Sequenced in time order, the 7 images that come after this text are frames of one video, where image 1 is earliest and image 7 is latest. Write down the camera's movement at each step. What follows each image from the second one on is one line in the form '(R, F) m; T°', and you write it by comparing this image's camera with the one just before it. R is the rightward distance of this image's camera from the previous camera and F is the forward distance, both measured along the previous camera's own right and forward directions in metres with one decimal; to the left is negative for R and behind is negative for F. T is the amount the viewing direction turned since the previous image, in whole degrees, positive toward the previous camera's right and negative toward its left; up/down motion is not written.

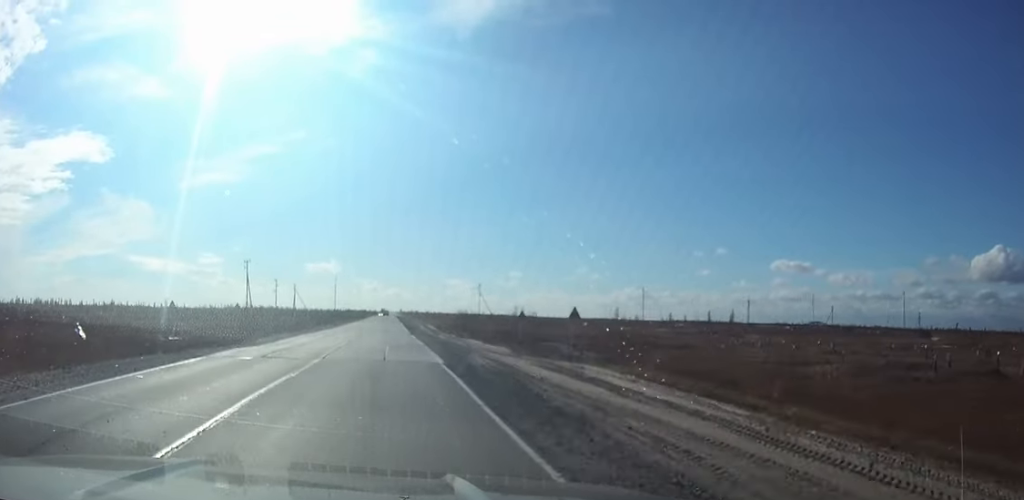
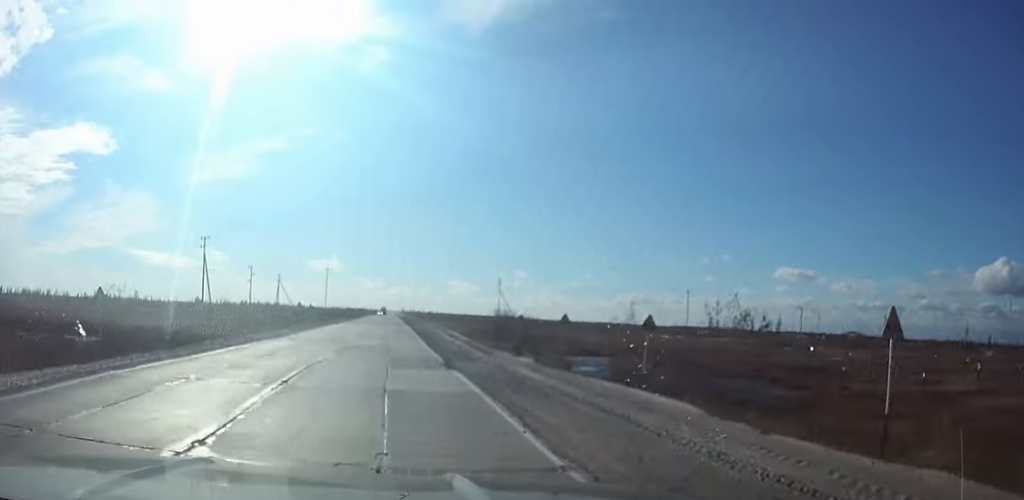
(0.0, +32.6) m; 0°
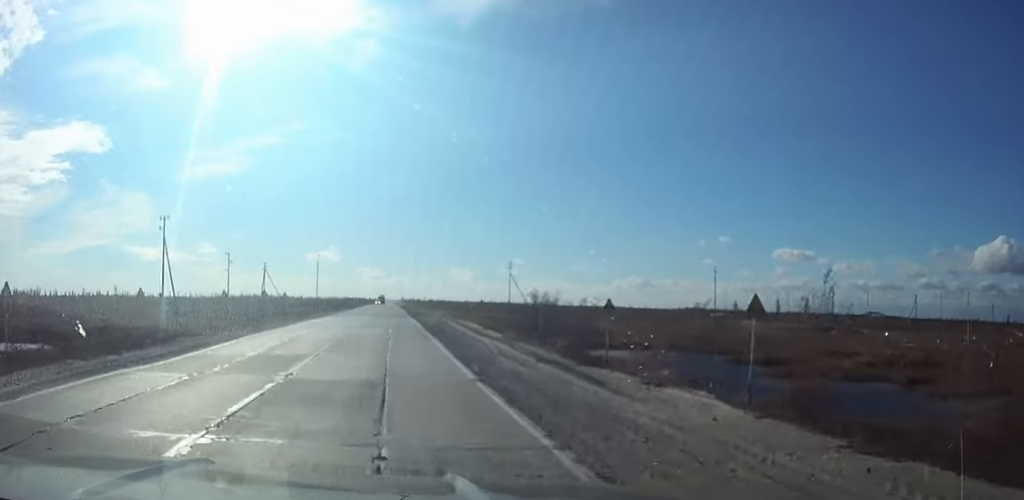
(0.0, +17.3) m; 0°
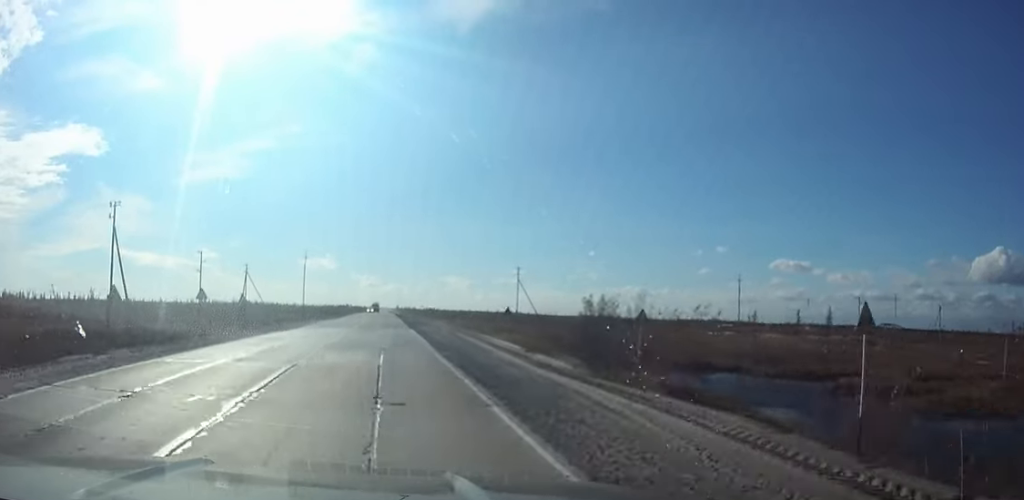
(0.0, +14.5) m; 0°
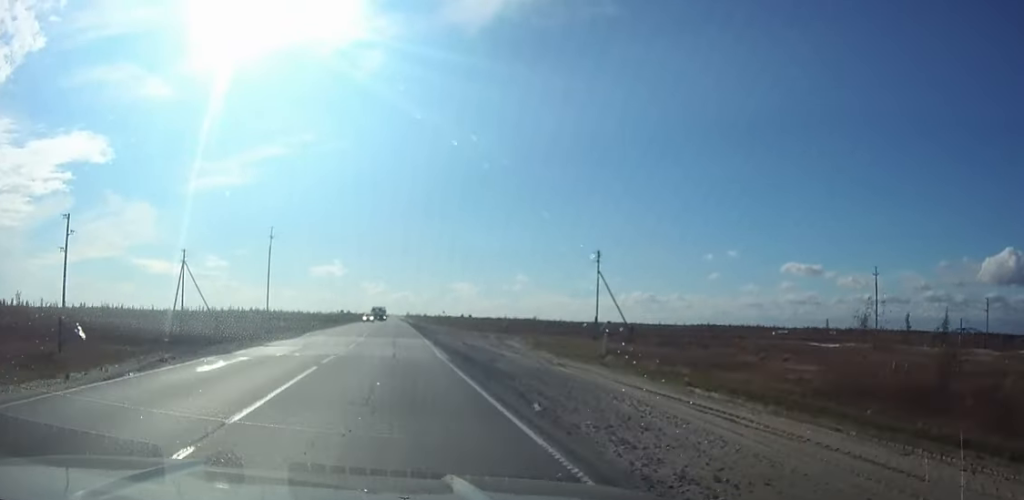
(0.0, +46.3) m; 0°
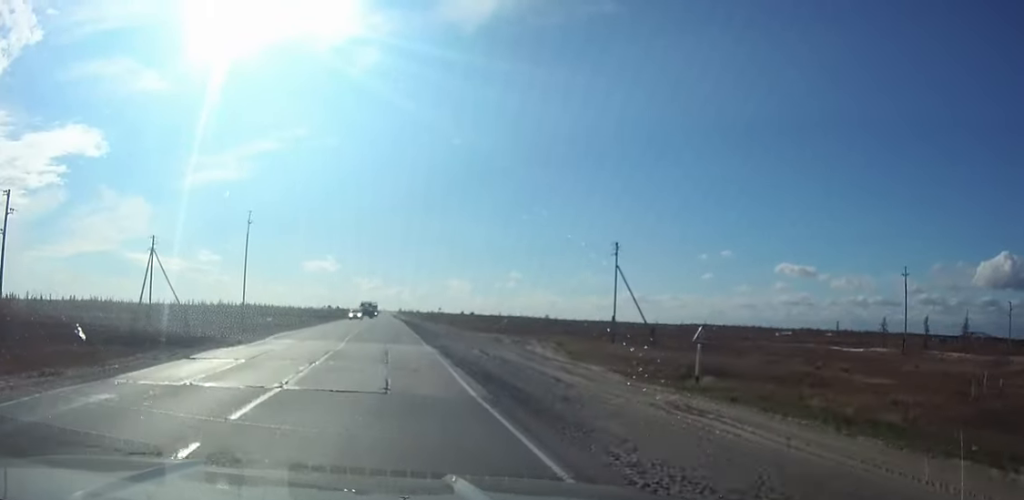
(0.0, +9.6) m; 0°
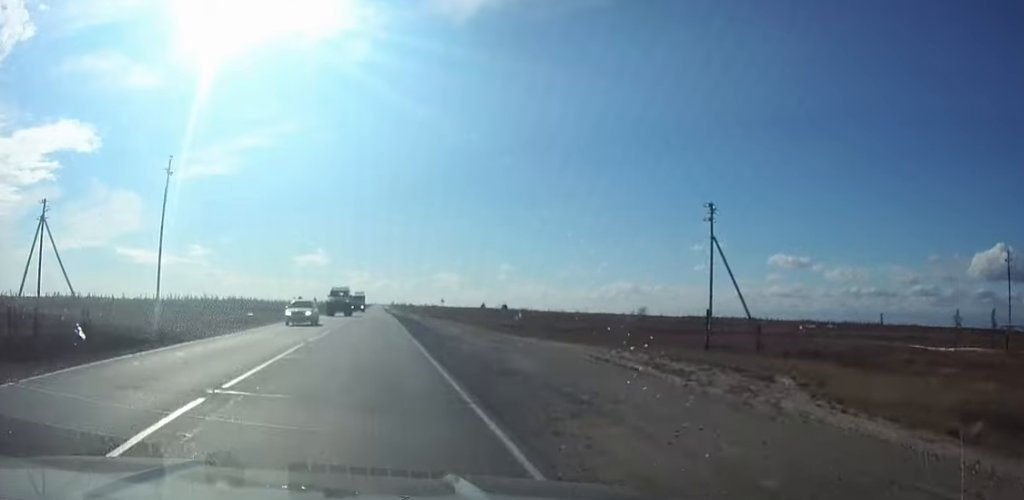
(0.0, +27.3) m; 0°
